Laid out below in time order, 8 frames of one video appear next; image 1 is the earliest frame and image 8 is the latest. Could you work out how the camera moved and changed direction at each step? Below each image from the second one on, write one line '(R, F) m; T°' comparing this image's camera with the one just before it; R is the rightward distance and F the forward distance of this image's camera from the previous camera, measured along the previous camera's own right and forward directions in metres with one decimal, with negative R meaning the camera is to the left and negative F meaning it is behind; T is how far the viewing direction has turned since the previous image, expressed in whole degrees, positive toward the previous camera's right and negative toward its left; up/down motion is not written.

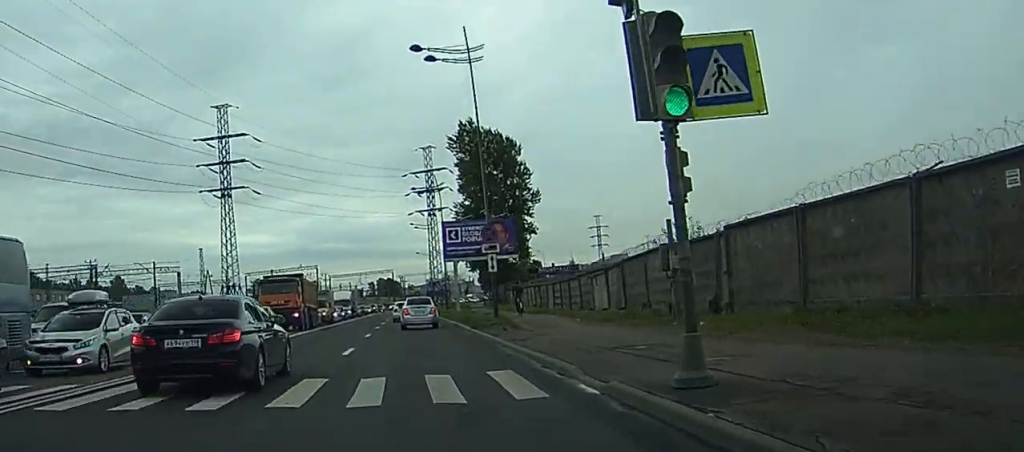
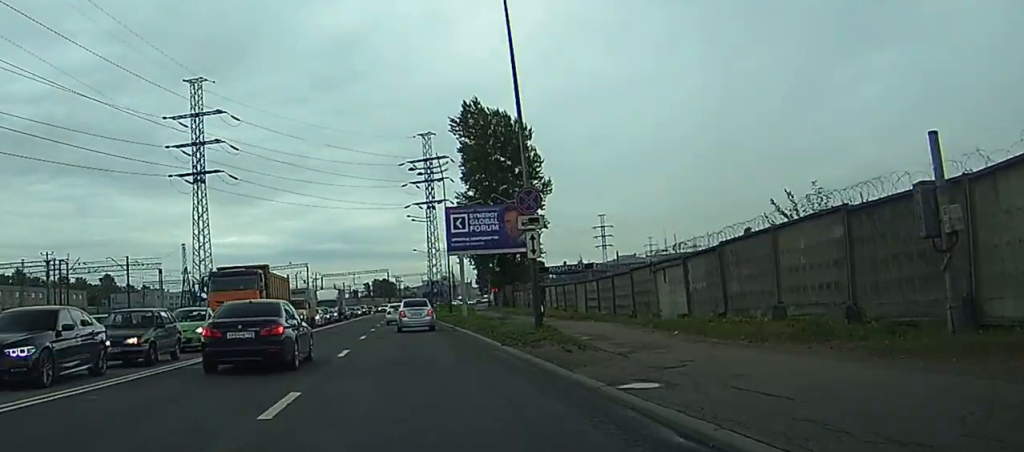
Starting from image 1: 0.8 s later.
(0.0, +12.1) m; 0°
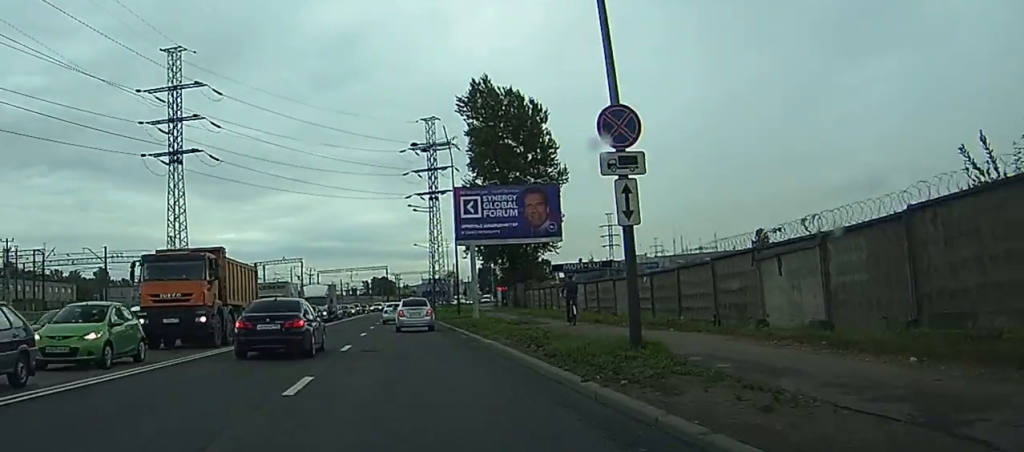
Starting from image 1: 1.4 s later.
(0.0, +9.7) m; +1°
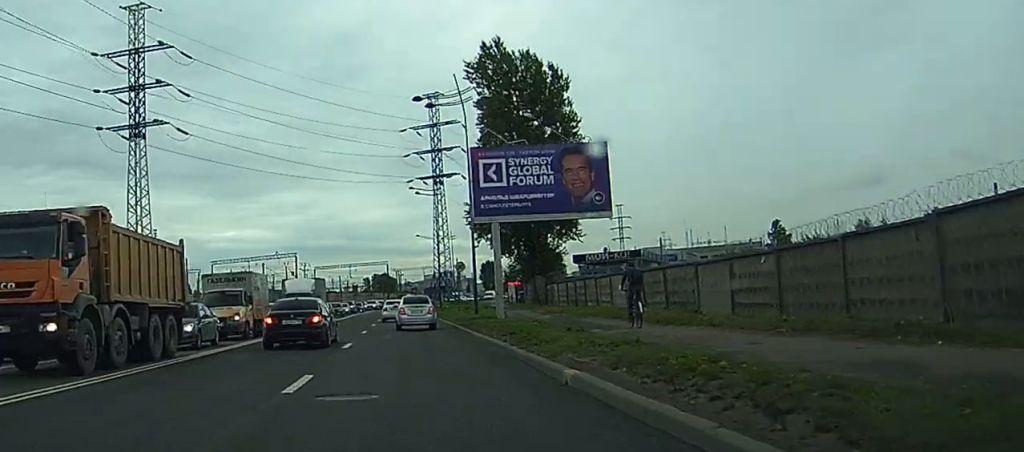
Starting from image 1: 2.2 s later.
(0.0, +11.9) m; +1°
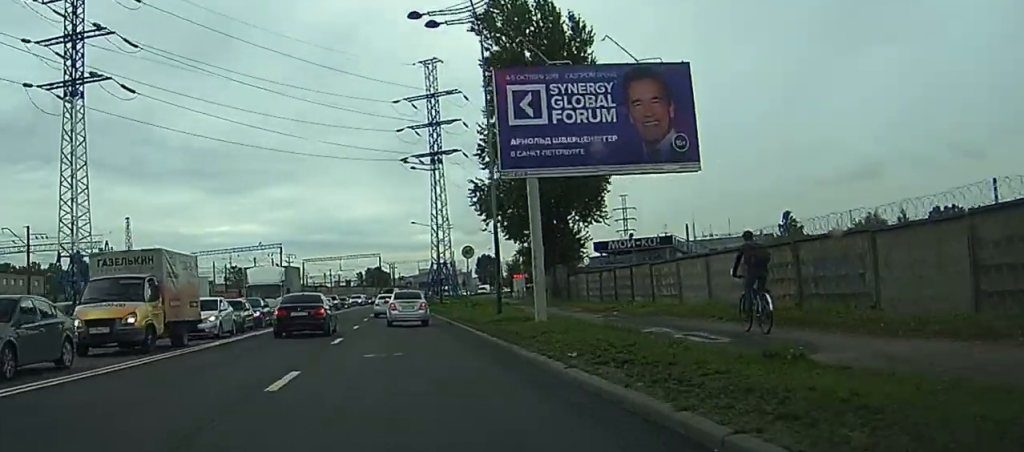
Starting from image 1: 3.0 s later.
(+0.1, +12.5) m; +1°
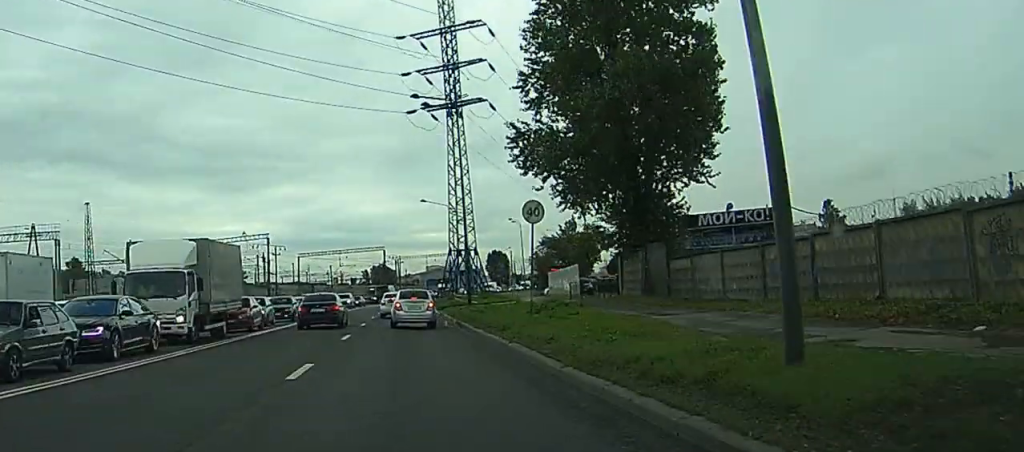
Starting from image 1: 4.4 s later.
(+0.6, +22.5) m; +1°
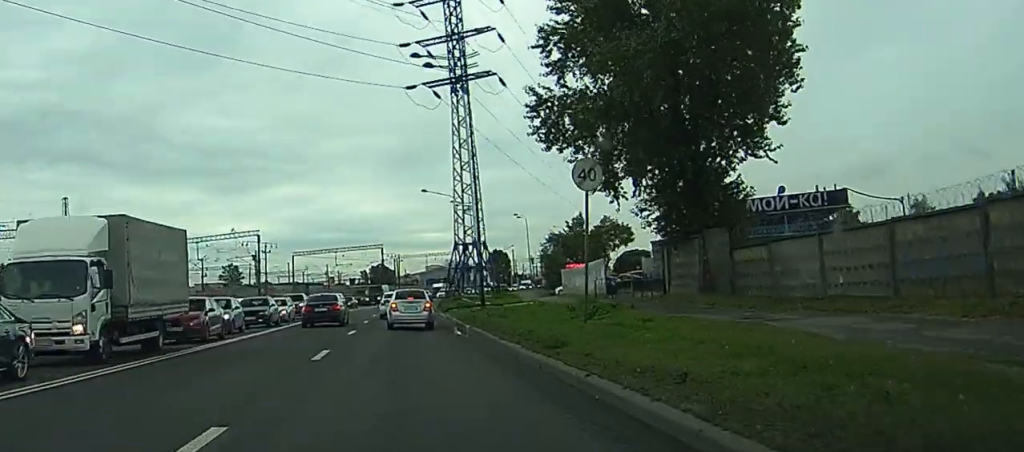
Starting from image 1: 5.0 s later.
(+0.4, +8.4) m; -1°
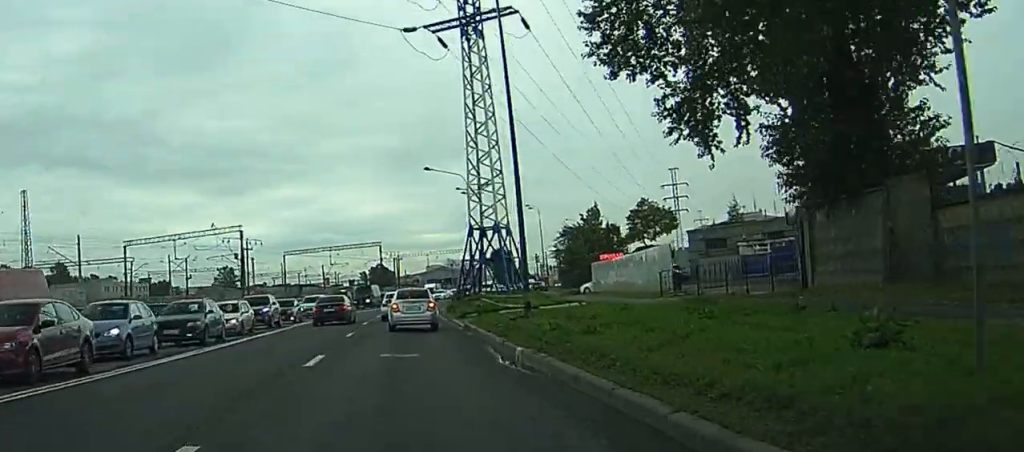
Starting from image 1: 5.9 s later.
(-1.0, +13.9) m; -2°
